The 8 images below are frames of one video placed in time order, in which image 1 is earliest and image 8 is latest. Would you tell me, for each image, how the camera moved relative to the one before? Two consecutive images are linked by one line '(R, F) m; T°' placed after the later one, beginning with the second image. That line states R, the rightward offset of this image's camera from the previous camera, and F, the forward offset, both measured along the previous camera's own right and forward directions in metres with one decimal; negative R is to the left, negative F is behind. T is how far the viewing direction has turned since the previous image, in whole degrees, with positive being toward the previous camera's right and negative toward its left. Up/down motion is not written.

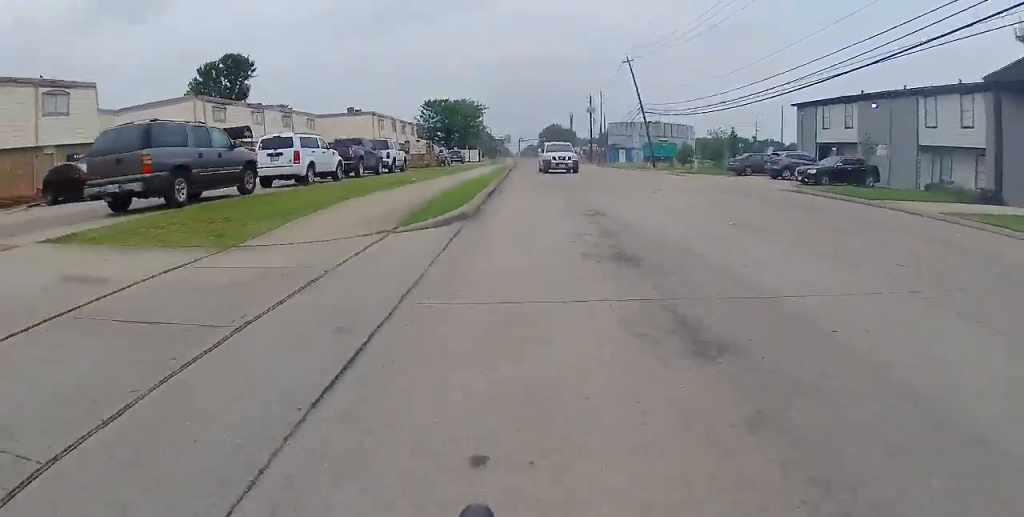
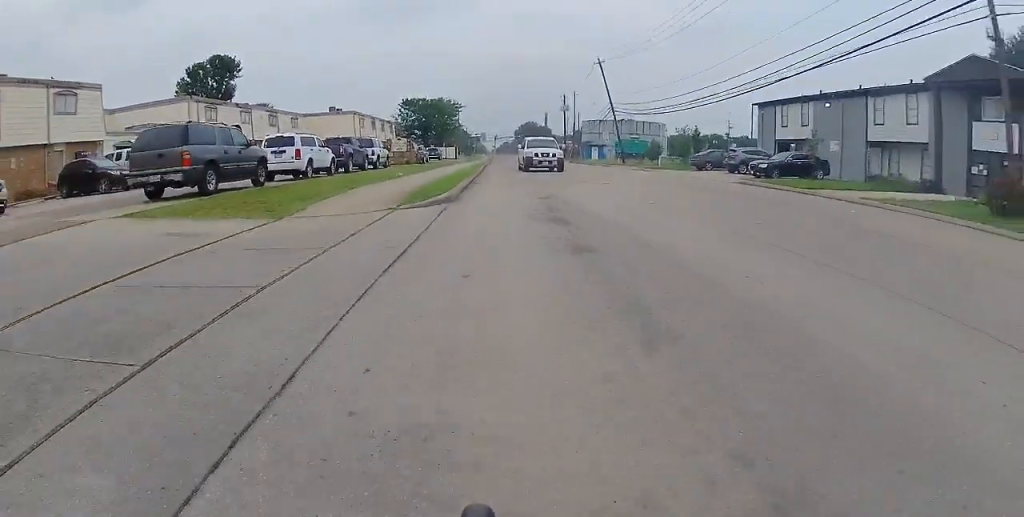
(0.0, +2.7) m; -1°
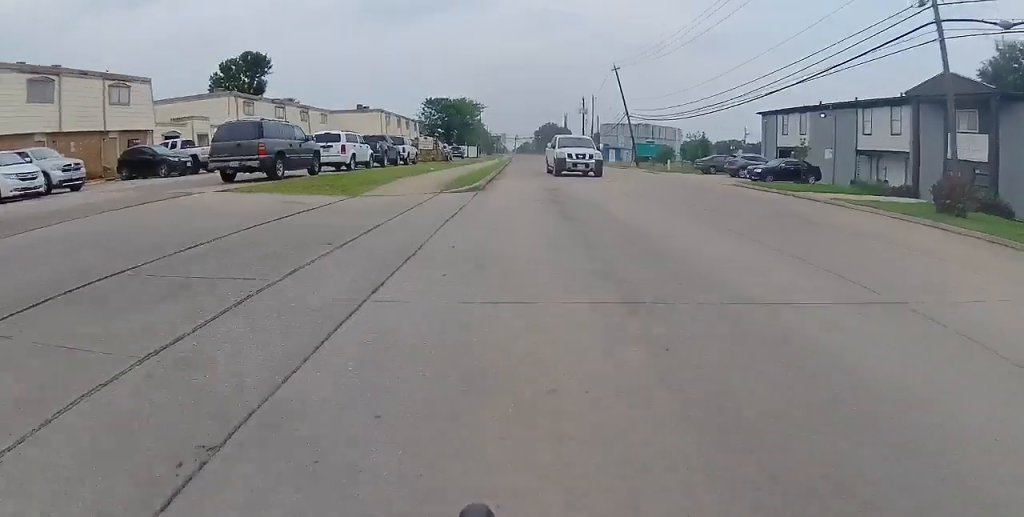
(0.0, +3.3) m; -3°
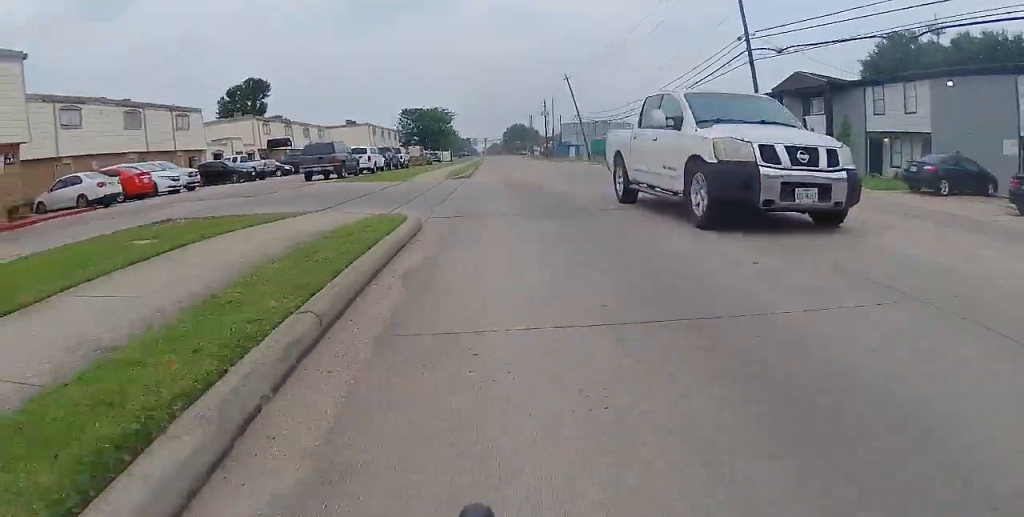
(-0.4, +11.6) m; +1°
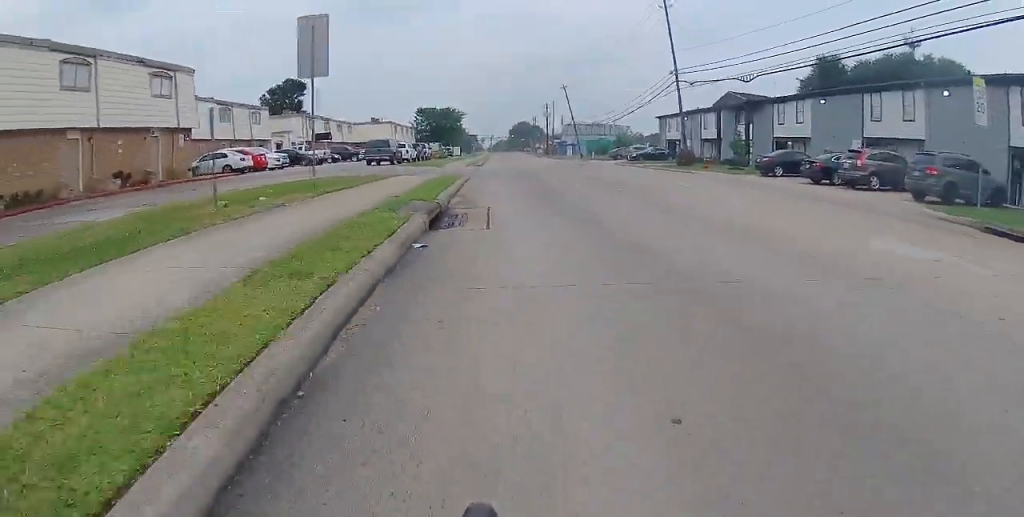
(+0.5, +12.6) m; +2°
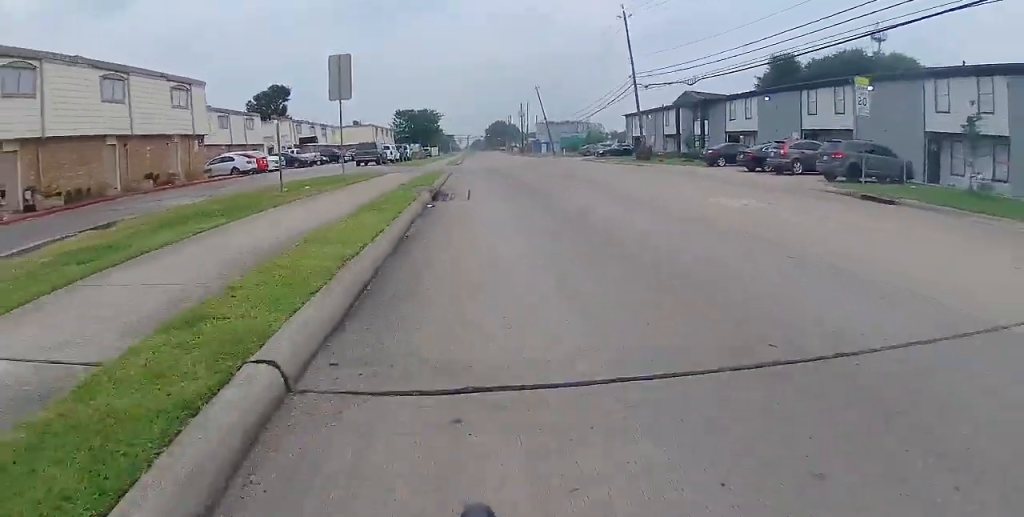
(0.0, +4.3) m; 0°
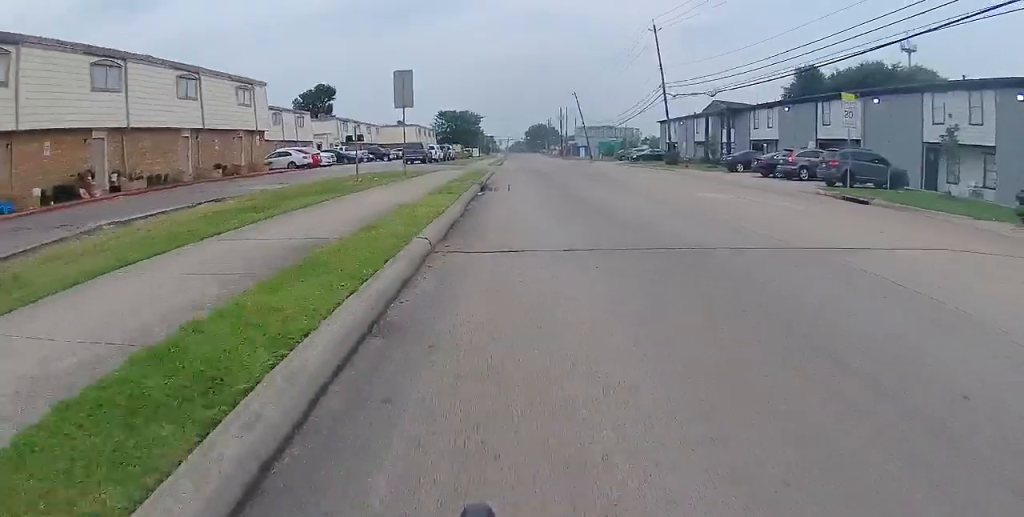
(0.0, +3.1) m; 0°
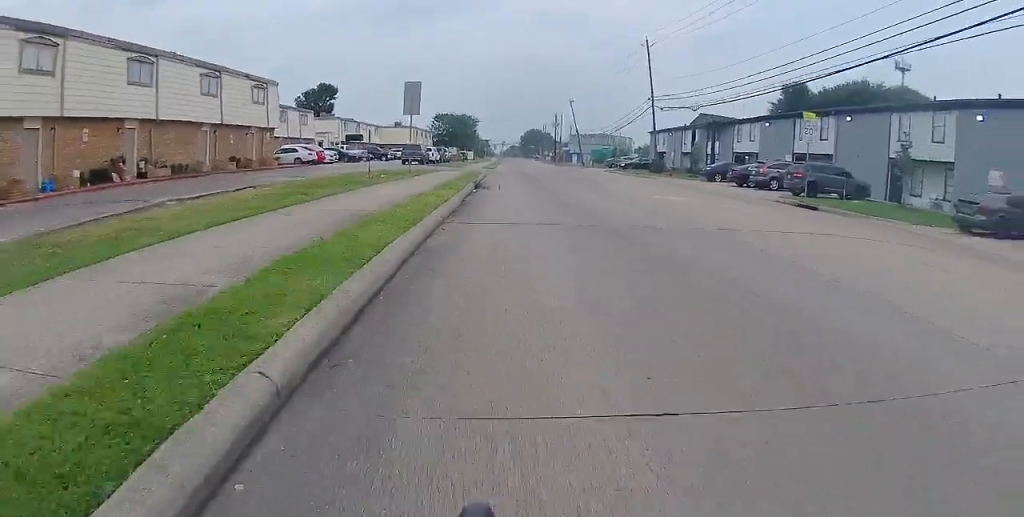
(0.0, +2.5) m; 0°
